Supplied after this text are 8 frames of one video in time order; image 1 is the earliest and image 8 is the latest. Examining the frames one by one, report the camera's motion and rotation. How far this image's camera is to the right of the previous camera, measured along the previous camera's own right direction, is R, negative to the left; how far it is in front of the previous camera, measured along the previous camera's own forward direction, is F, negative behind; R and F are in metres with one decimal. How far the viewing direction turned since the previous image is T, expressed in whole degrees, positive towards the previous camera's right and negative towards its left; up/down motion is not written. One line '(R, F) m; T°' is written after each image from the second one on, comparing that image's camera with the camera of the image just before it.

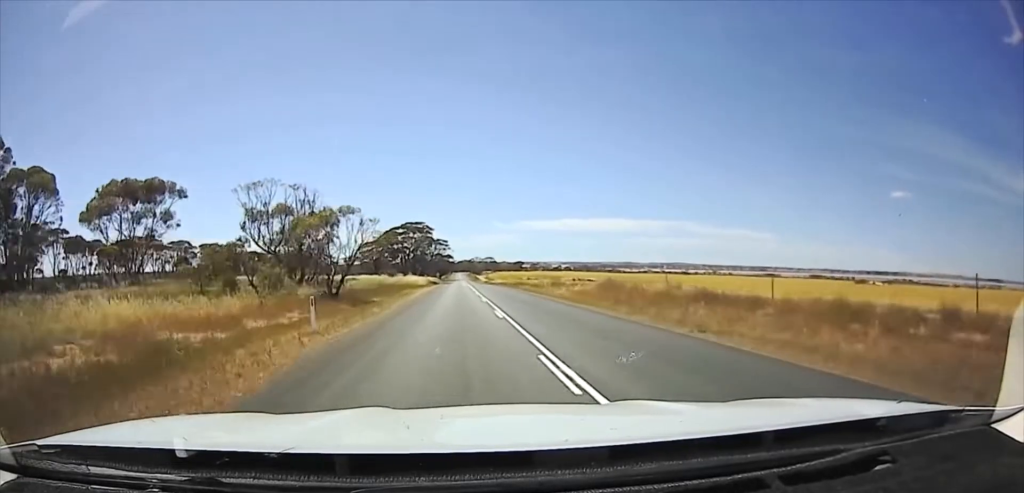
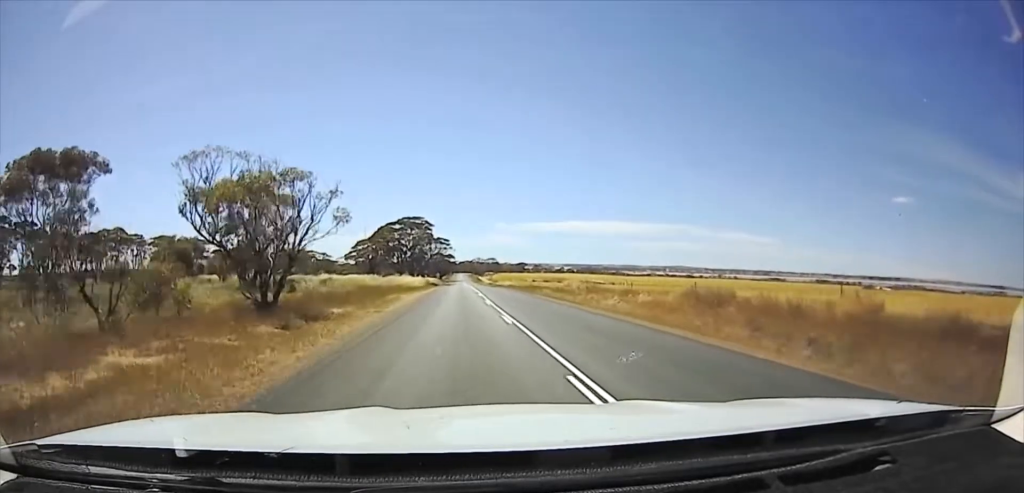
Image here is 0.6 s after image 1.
(-0.2, +10.1) m; -2°
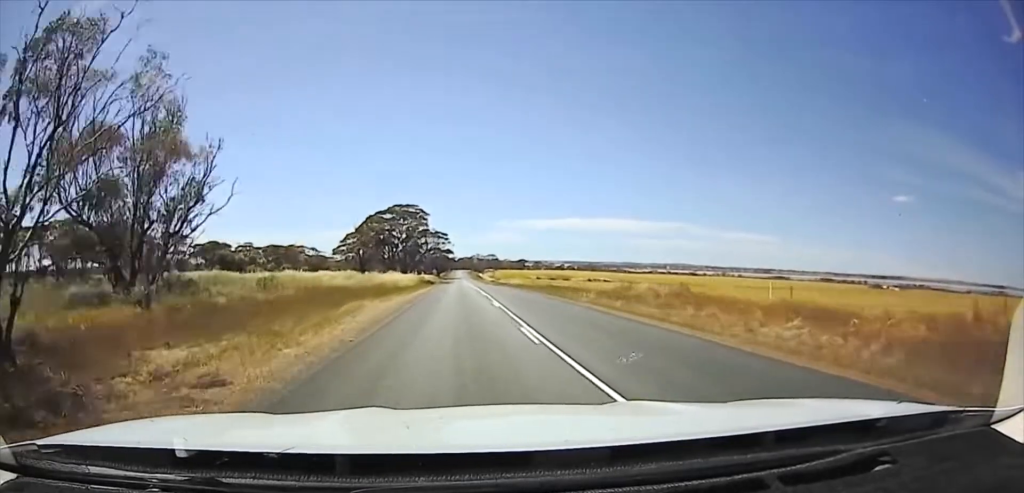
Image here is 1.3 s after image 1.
(-0.3, +13.5) m; -3°
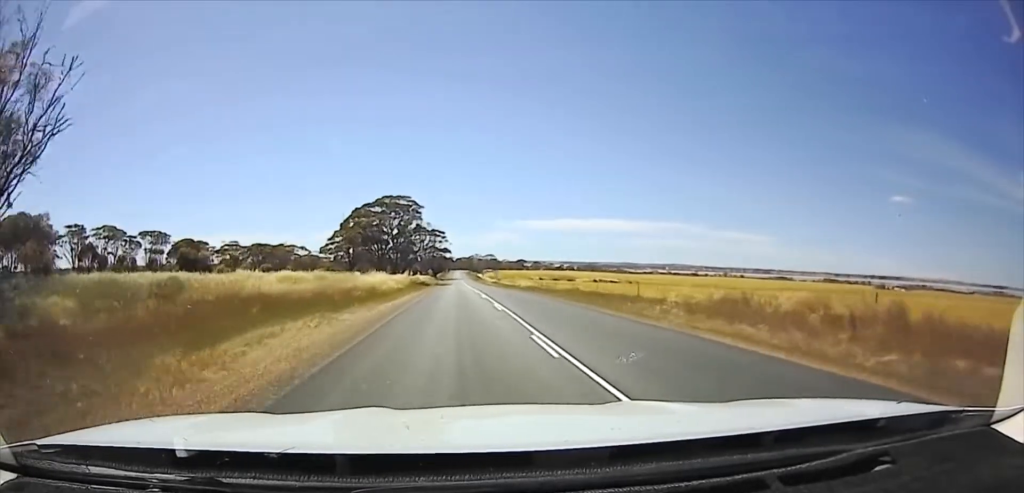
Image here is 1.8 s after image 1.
(-0.5, +12.3) m; -2°
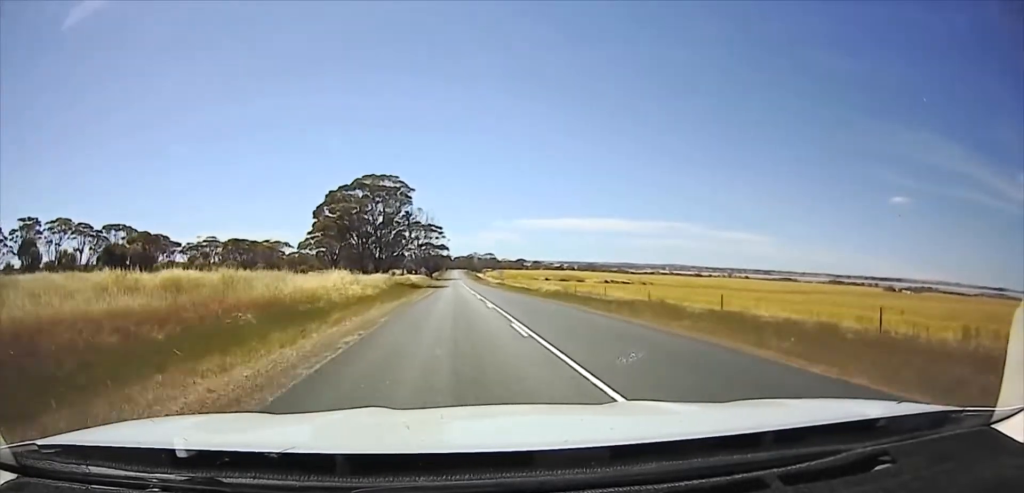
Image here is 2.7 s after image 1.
(-0.2, +19.9) m; -1°
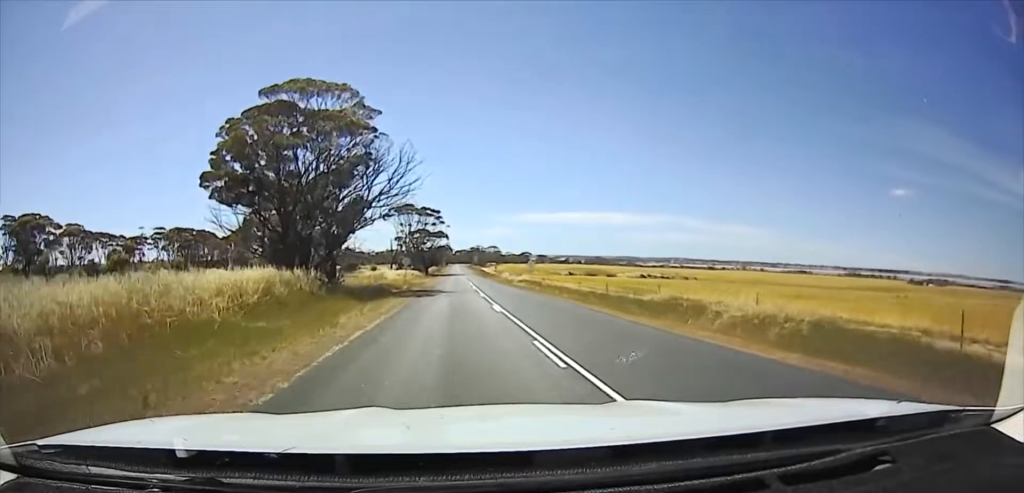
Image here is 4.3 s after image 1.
(+0.1, +40.0) m; 0°
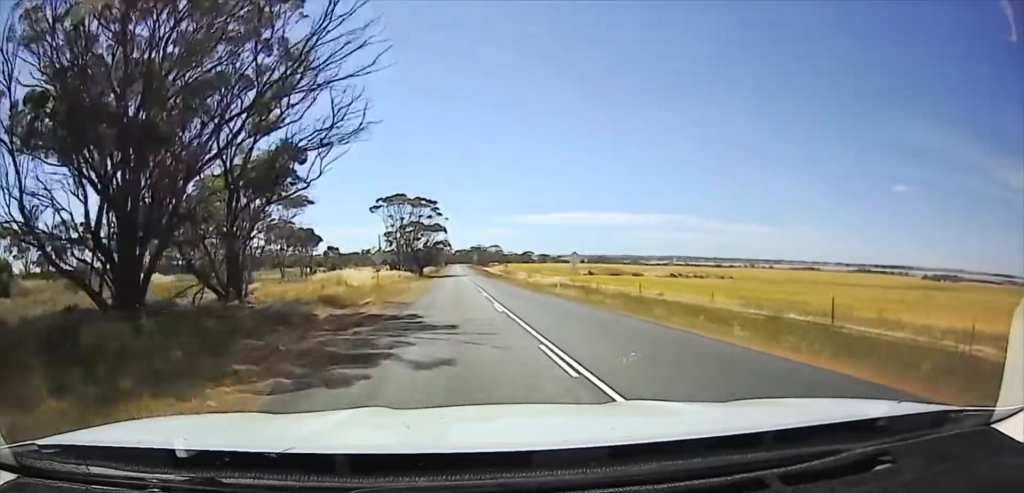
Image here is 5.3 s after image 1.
(+0.1, +27.4) m; 0°
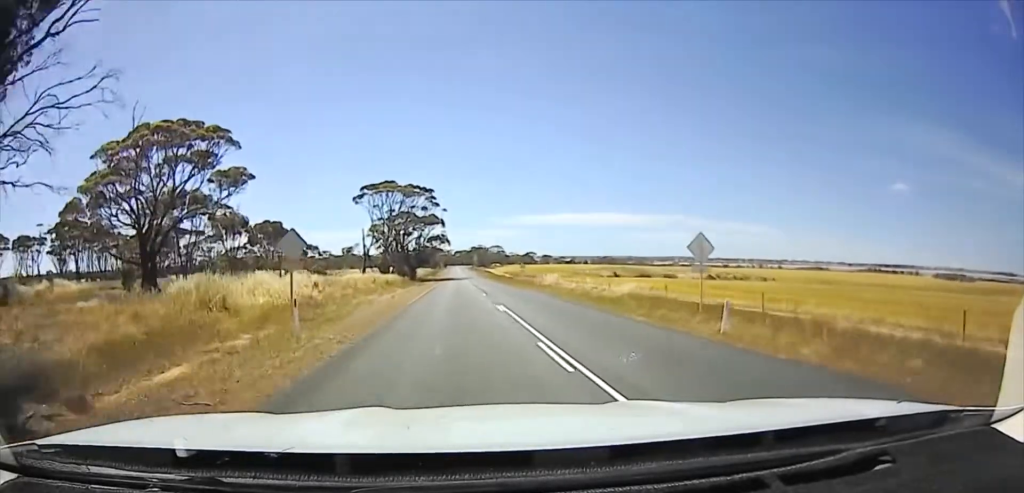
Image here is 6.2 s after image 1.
(0.0, +28.6) m; -1°
